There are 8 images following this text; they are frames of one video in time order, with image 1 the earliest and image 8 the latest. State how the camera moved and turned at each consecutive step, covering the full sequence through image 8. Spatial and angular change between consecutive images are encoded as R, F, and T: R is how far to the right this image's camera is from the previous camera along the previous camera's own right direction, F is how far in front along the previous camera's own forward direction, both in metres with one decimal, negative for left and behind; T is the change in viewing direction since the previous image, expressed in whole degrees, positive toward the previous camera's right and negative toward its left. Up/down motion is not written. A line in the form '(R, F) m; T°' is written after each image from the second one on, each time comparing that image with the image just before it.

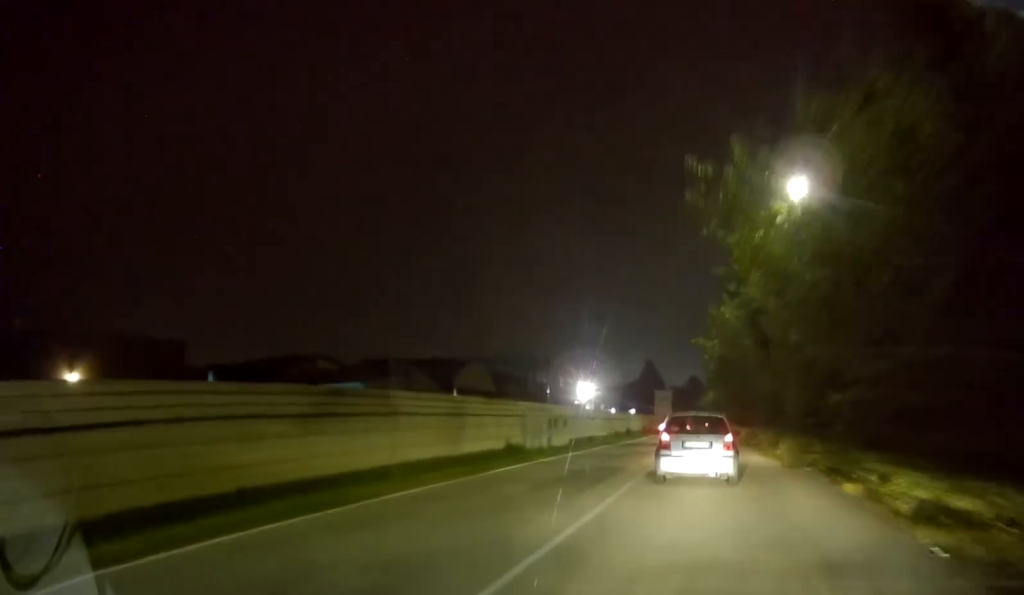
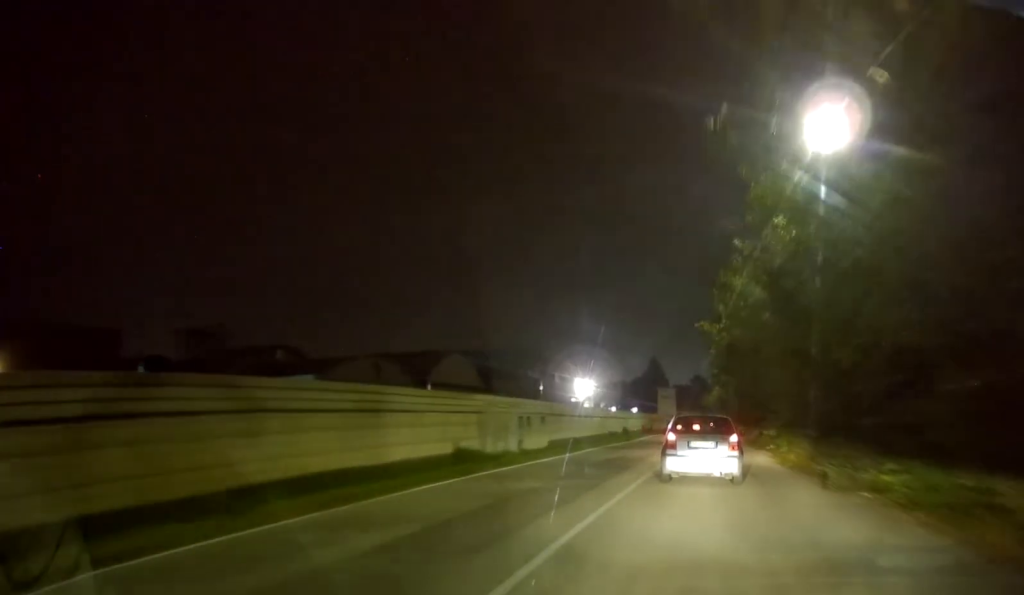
(0.0, +6.7) m; 0°
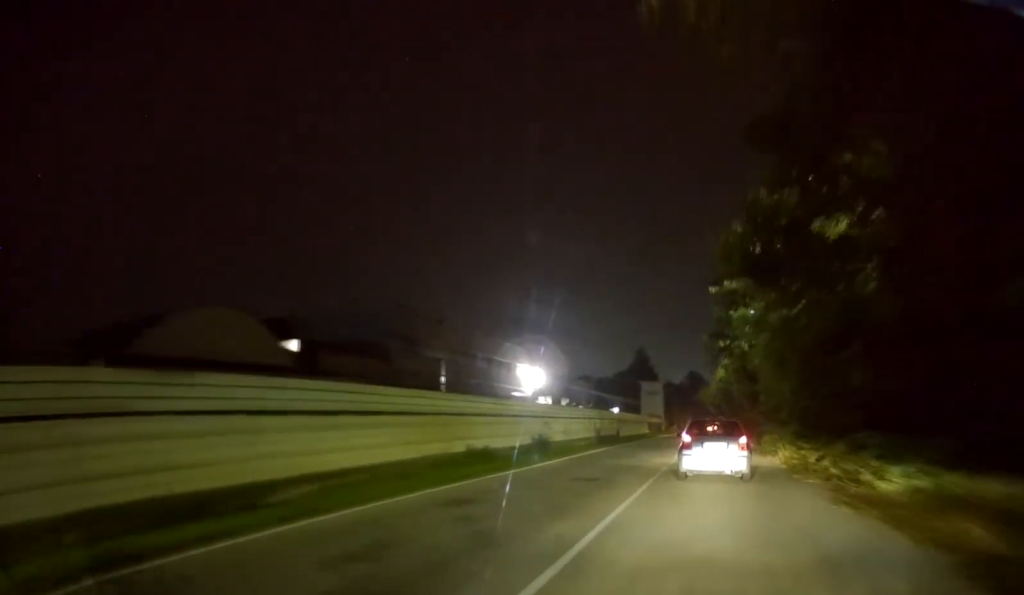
(0.0, +32.6) m; 0°
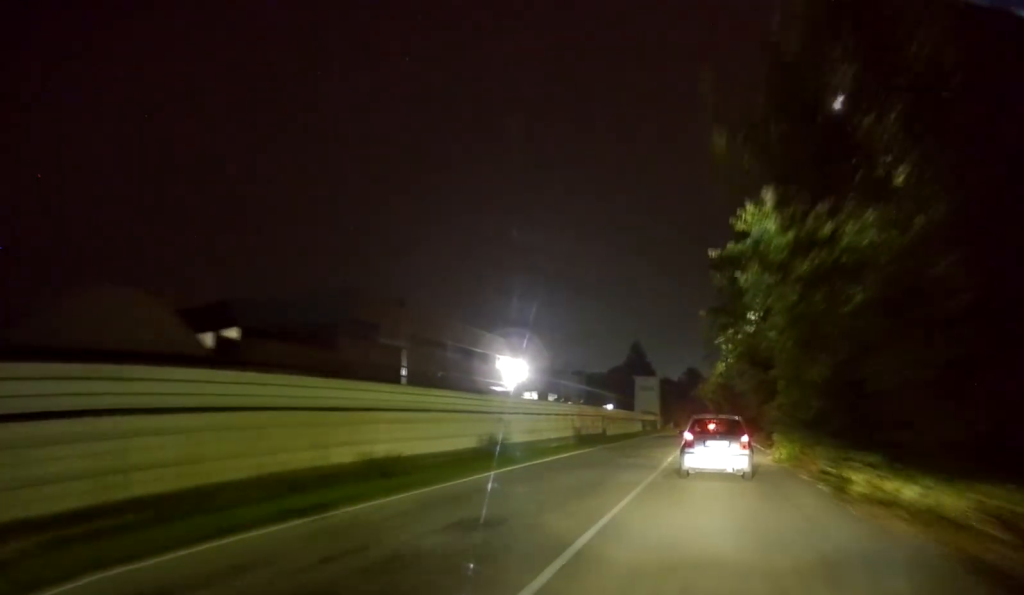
(0.0, +7.4) m; 0°
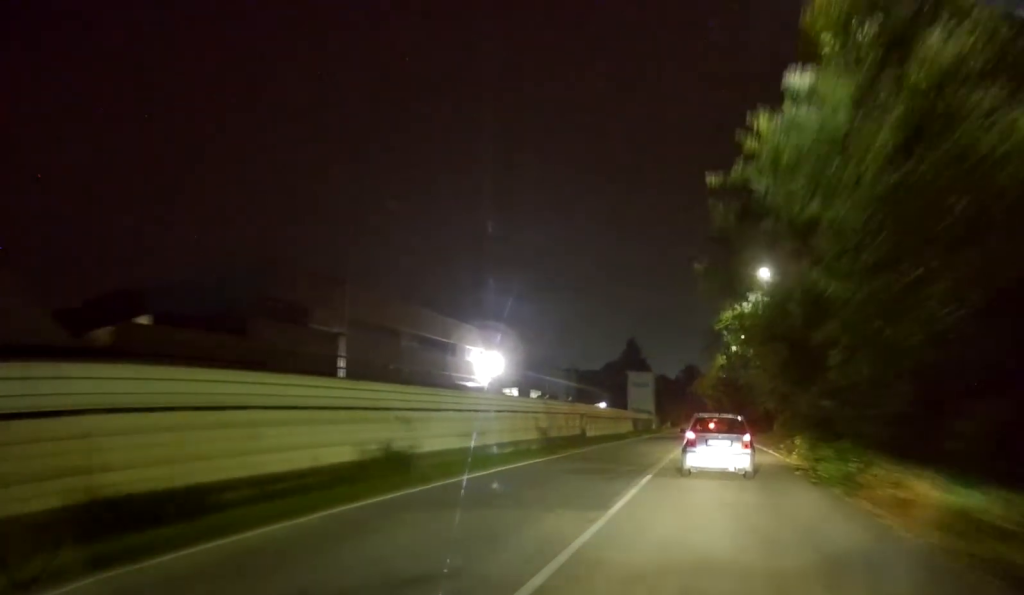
(-0.2, +8.9) m; 0°
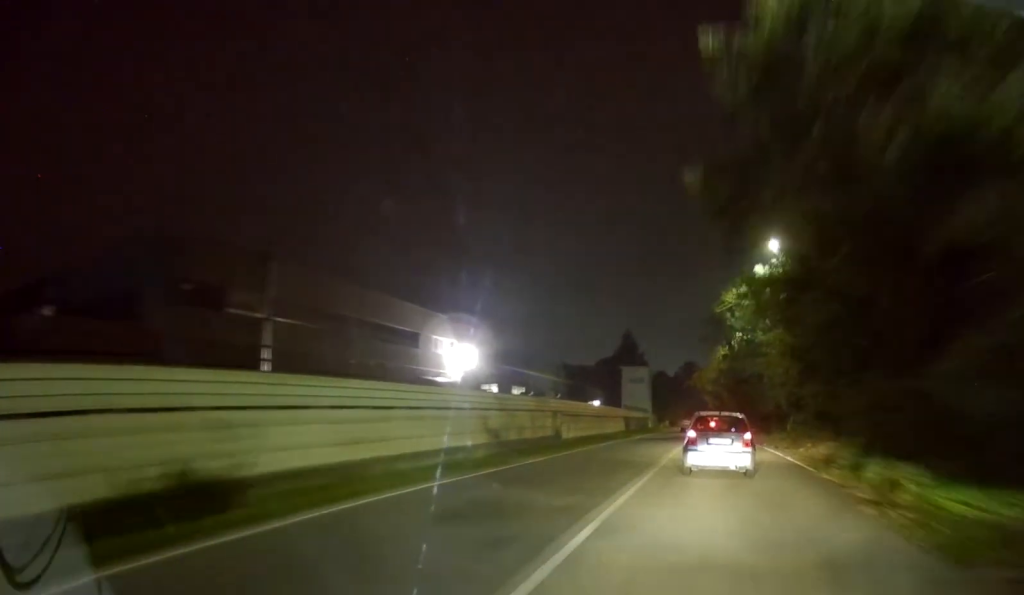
(+0.1, +8.0) m; -1°
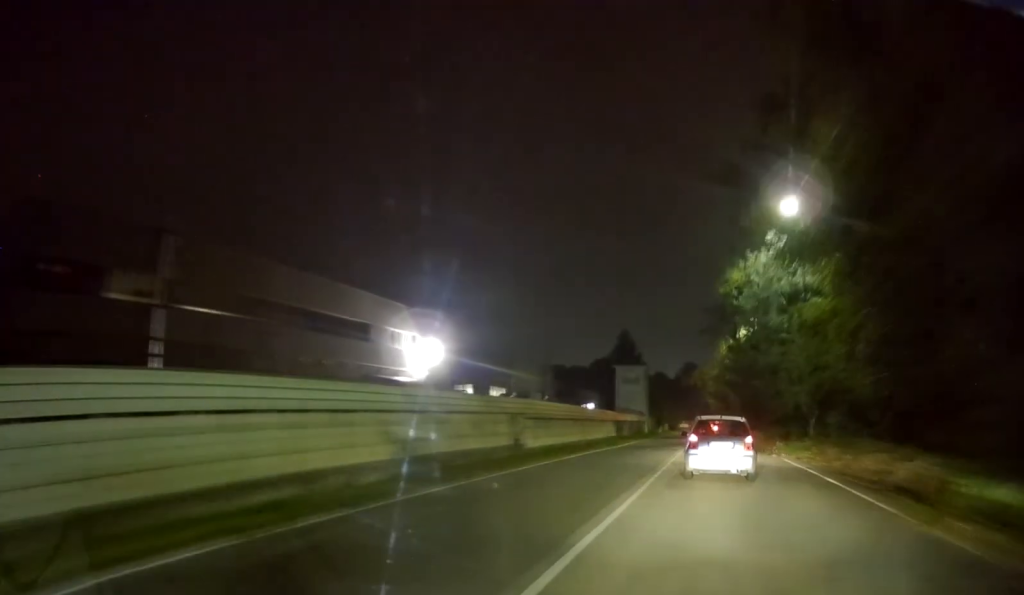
(+0.2, +8.5) m; -1°
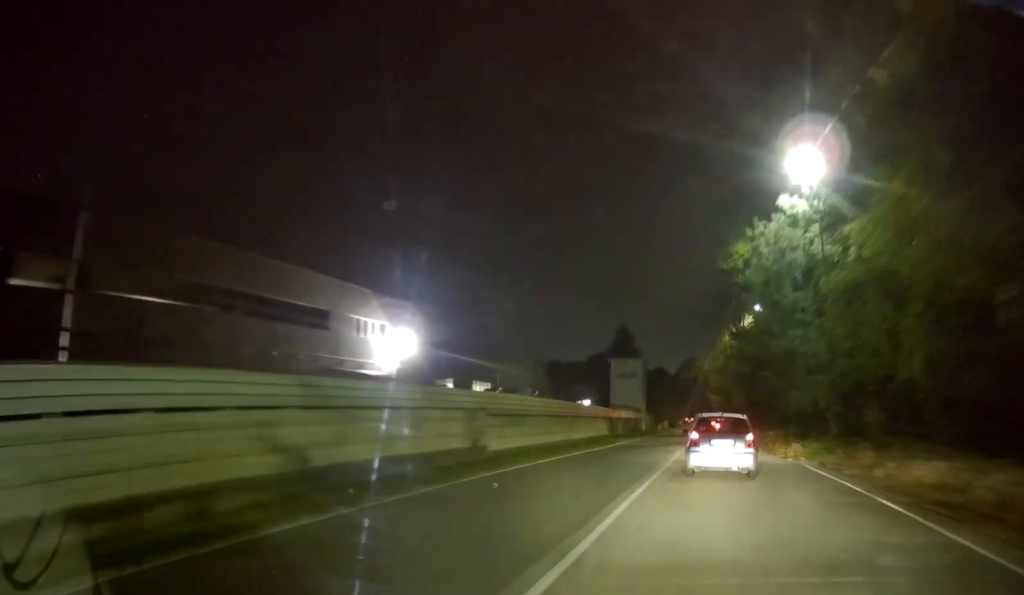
(-0.3, +5.9) m; 0°
